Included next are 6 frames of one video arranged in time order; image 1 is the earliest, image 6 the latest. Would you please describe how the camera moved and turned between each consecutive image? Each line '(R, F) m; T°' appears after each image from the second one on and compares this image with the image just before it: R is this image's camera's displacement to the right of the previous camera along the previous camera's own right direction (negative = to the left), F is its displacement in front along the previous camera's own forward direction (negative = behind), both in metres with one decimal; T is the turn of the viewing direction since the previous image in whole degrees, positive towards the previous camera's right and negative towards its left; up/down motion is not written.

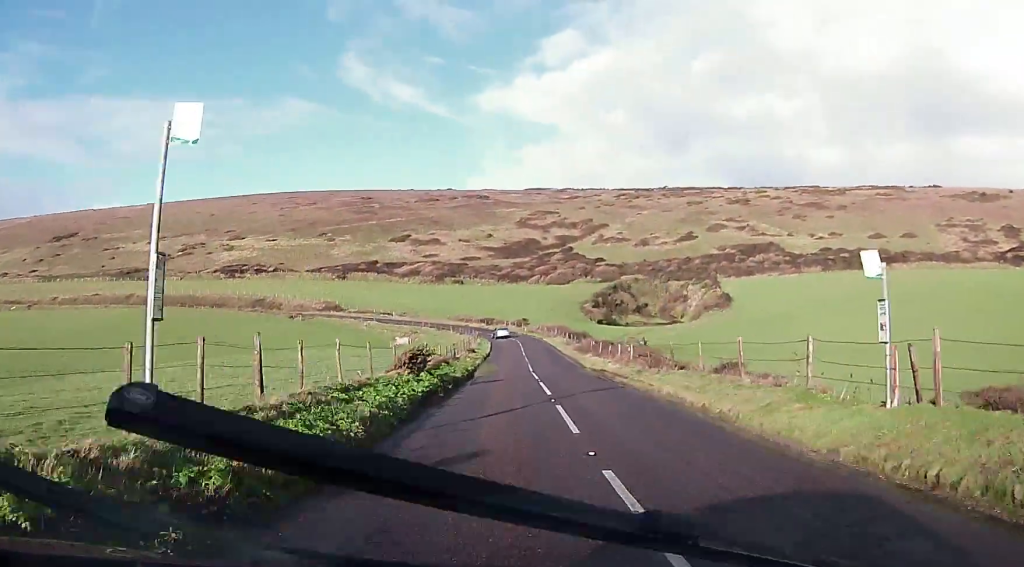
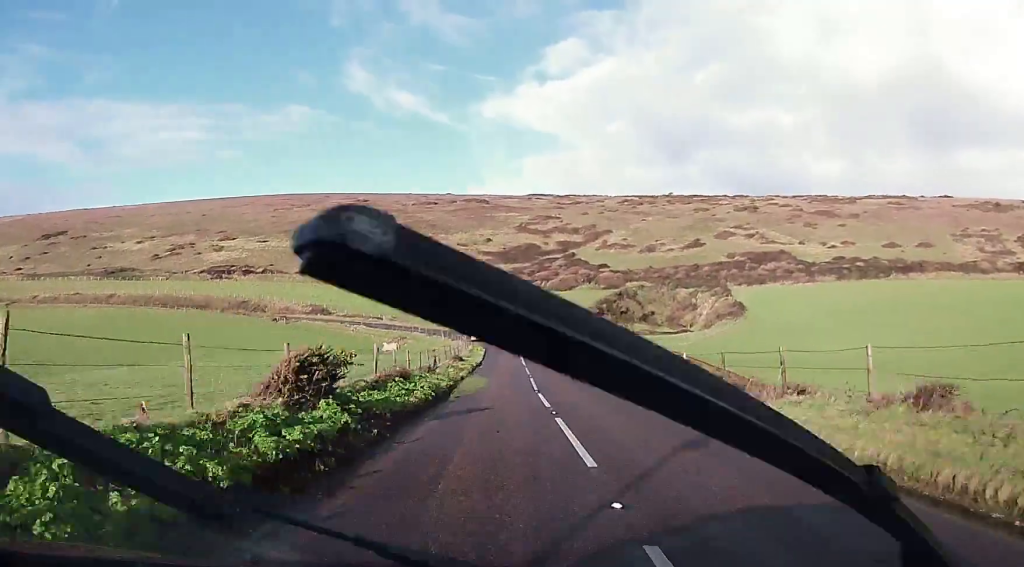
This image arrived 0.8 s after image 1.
(+0.1, +10.3) m; +2°
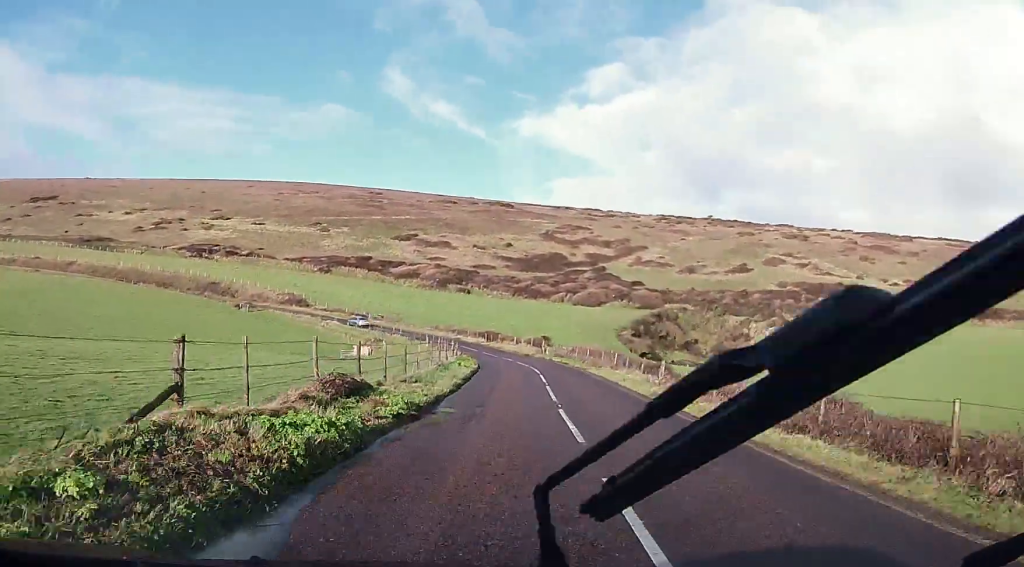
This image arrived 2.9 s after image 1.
(+0.7, +30.1) m; +1°
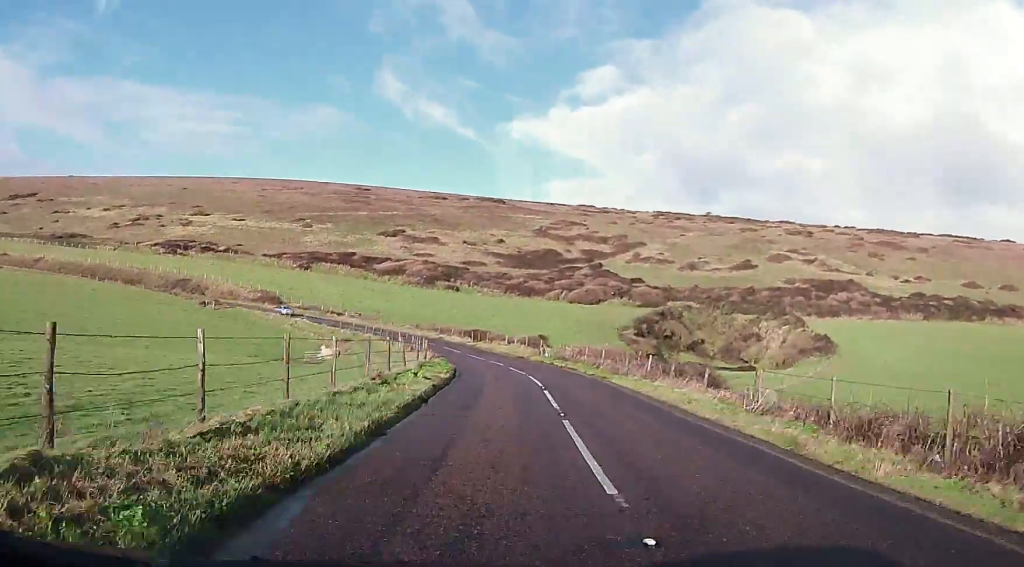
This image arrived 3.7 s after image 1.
(0.0, +11.7) m; 0°
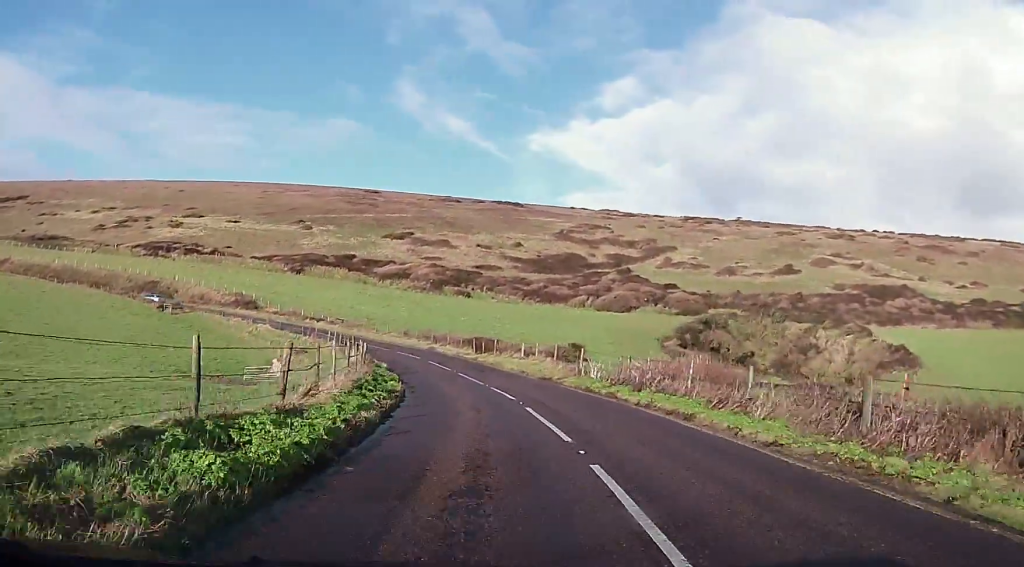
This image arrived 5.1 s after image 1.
(-0.2, +20.9) m; -2°
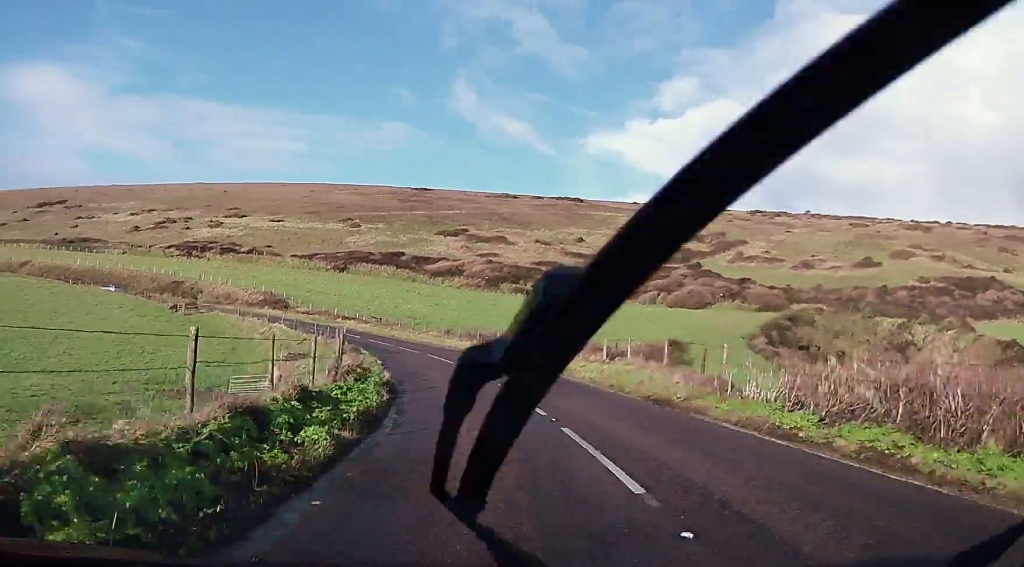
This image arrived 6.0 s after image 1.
(-0.2, +13.5) m; -2°
